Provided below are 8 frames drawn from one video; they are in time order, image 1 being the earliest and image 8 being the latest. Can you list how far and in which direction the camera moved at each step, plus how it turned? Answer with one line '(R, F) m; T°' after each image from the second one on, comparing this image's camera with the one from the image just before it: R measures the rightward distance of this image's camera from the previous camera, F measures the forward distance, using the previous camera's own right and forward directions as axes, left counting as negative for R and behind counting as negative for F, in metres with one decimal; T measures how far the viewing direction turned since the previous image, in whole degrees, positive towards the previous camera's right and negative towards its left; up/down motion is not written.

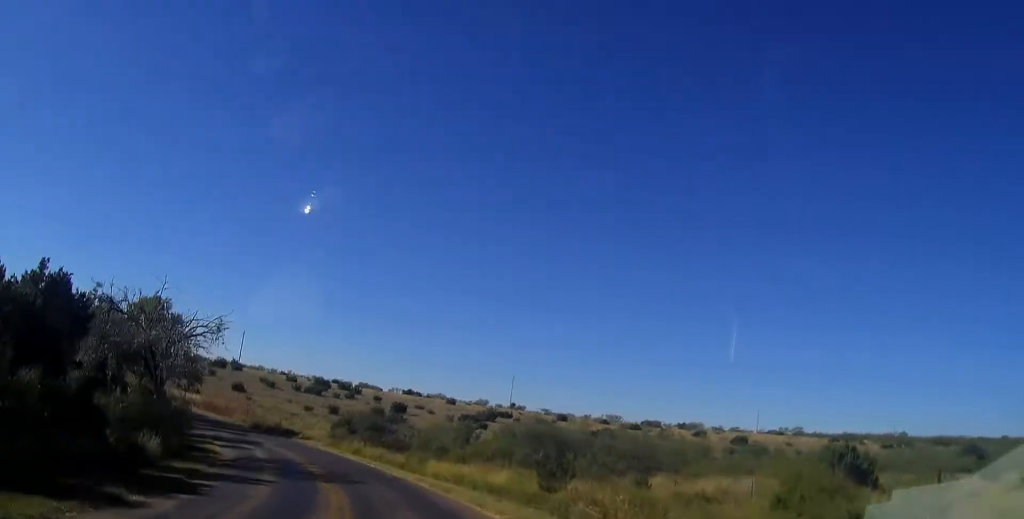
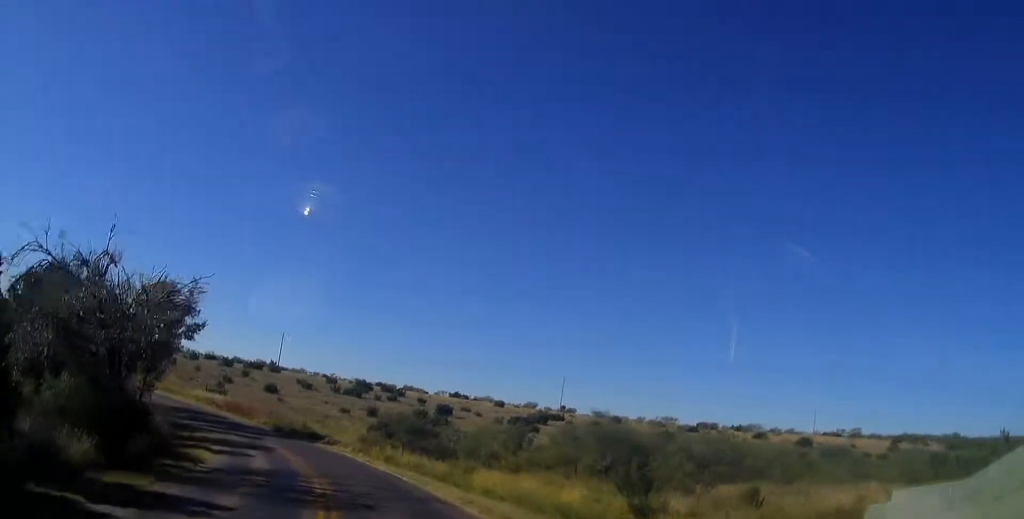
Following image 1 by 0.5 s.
(-0.4, +6.4) m; -5°
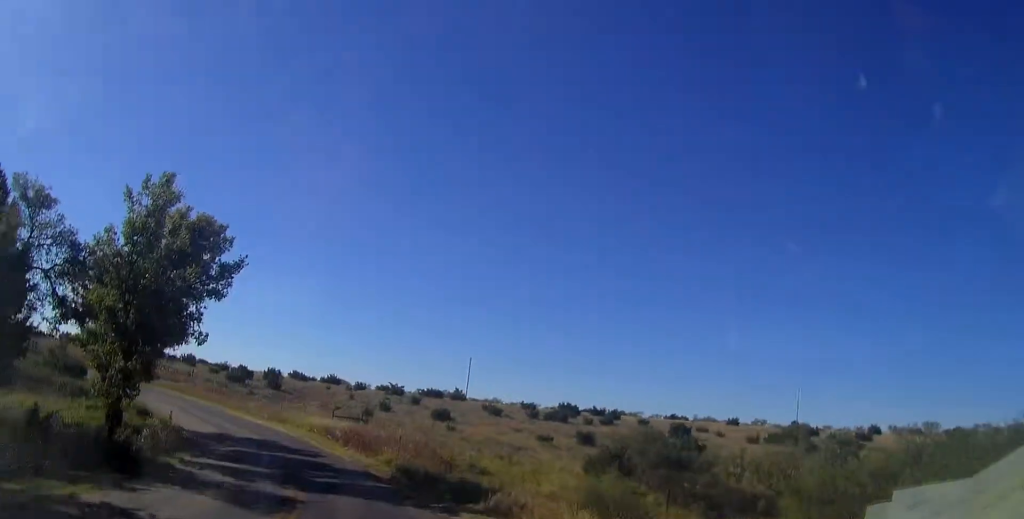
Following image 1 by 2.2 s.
(-3.1, +23.3) m; -18°
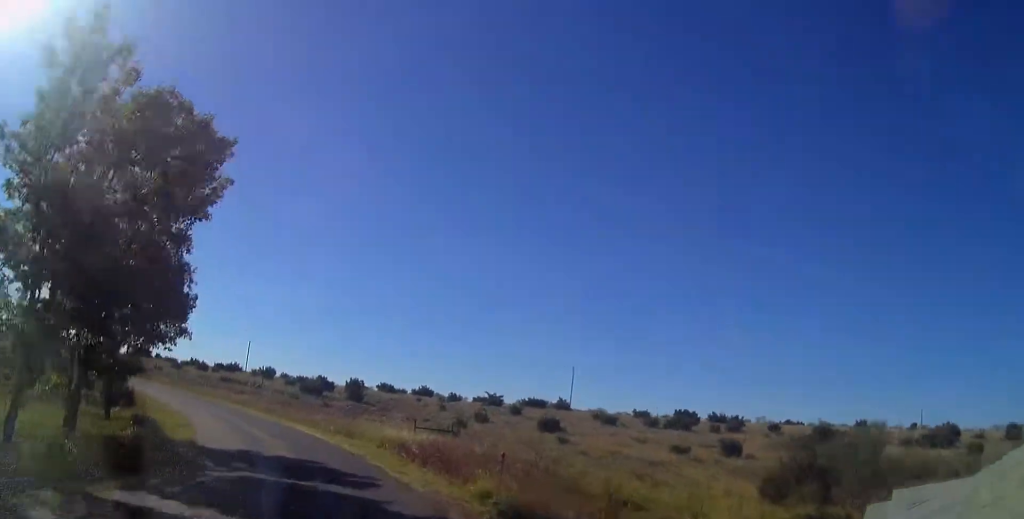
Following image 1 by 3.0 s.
(-0.7, +9.8) m; -10°
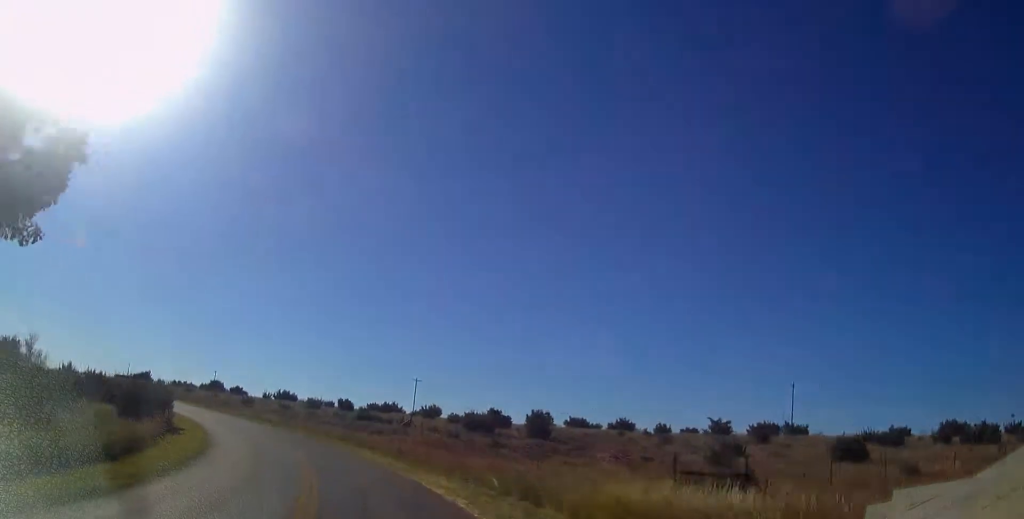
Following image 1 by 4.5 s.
(-3.2, +19.1) m; -15°
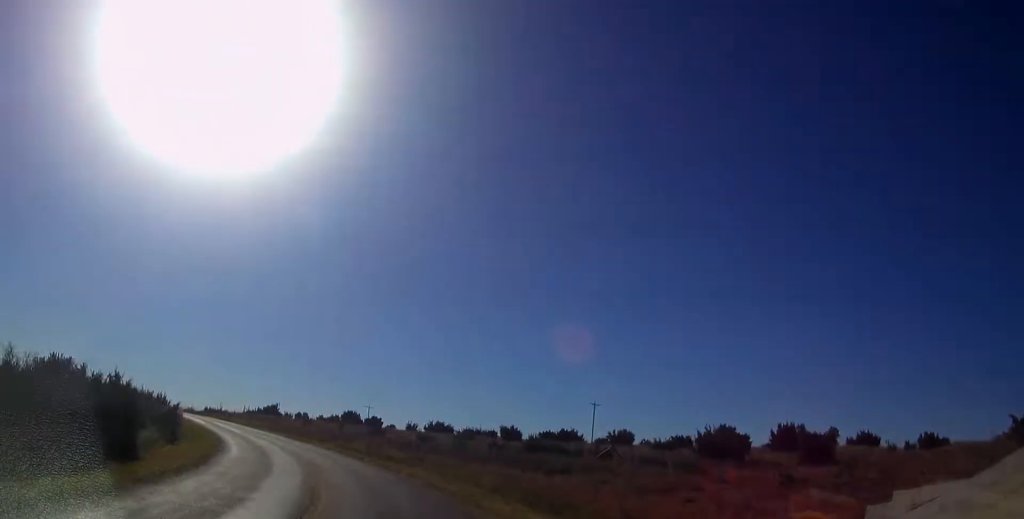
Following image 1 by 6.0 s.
(-2.3, +19.5) m; -16°
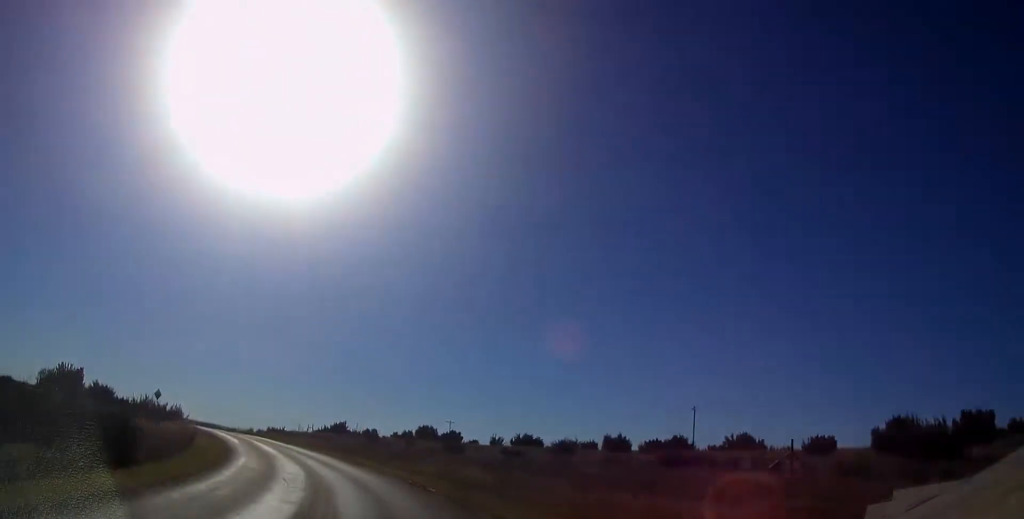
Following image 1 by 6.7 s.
(-1.2, +10.7) m; -8°
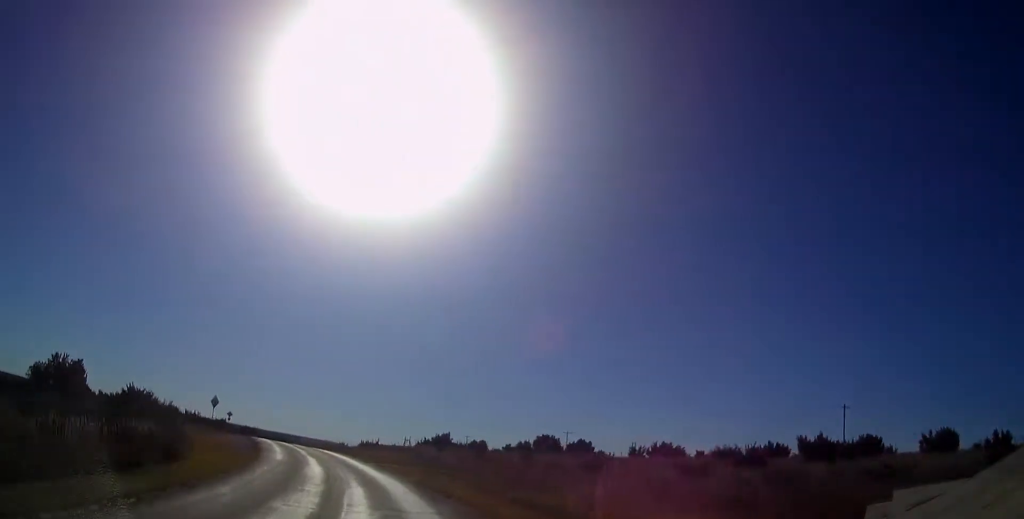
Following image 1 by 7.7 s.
(-0.4, +13.7) m; -9°
